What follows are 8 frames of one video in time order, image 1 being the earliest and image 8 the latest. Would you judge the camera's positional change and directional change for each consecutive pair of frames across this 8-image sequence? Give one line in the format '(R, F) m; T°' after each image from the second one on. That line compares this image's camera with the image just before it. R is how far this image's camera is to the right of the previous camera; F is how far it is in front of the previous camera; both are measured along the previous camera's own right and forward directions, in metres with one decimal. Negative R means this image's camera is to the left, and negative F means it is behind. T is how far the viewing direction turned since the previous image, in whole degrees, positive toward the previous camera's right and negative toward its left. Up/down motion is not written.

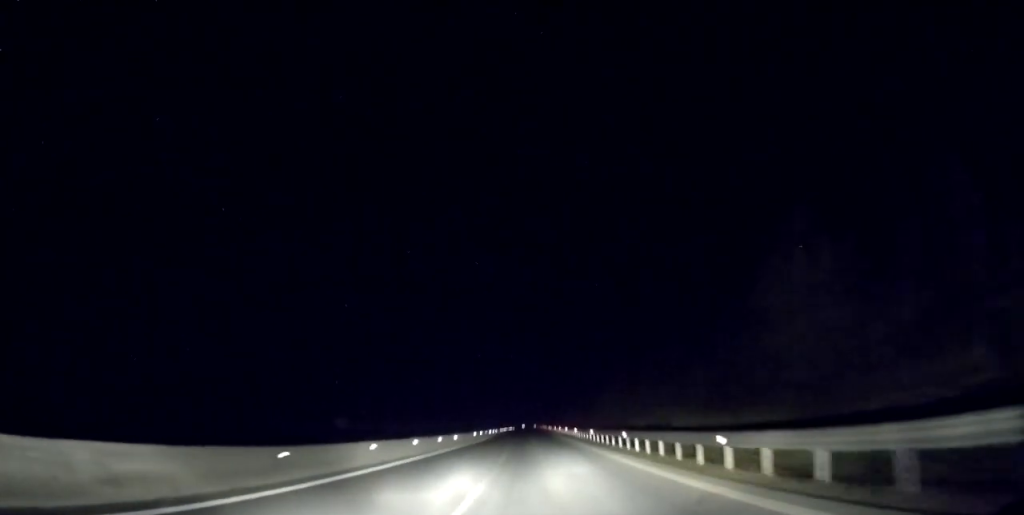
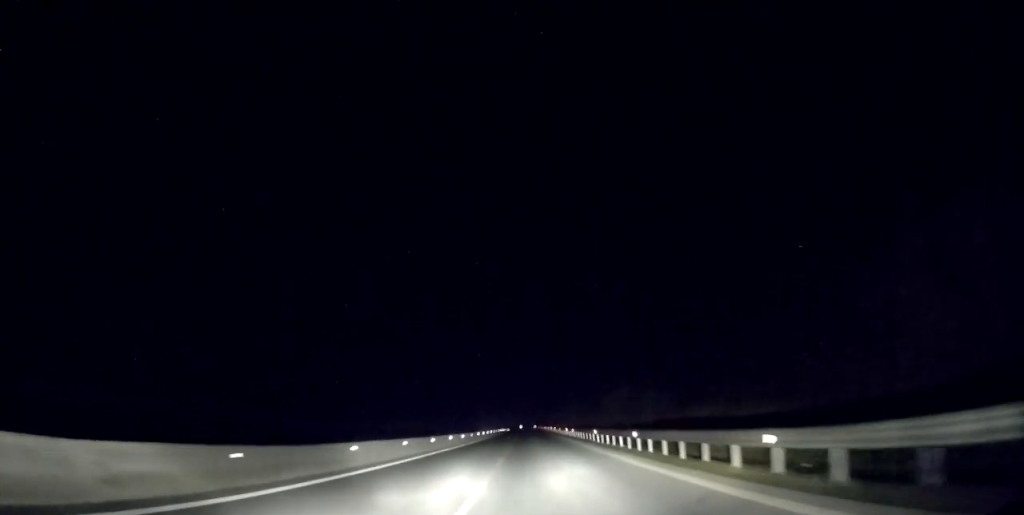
(-0.7, +50.5) m; -1°
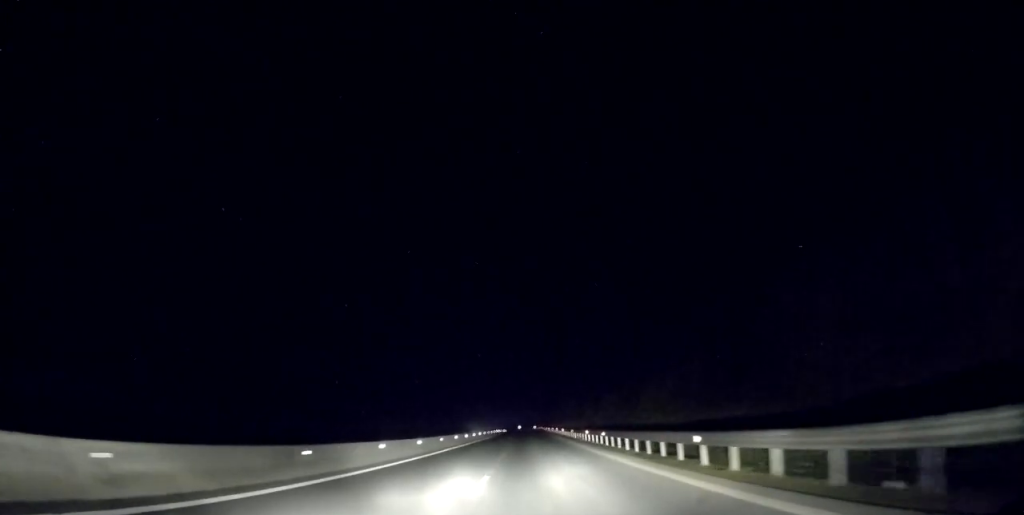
(-0.2, +20.3) m; 0°
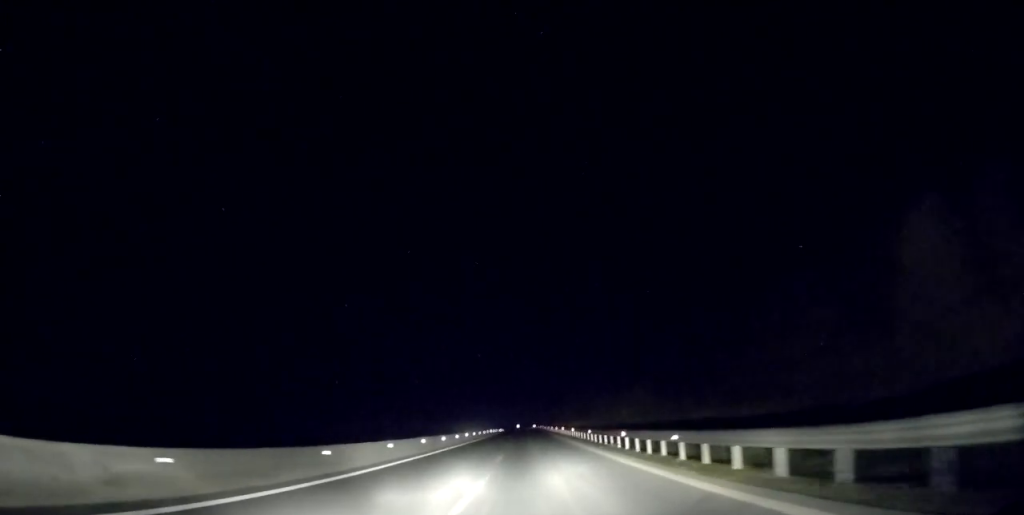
(-0.2, +14.5) m; 0°
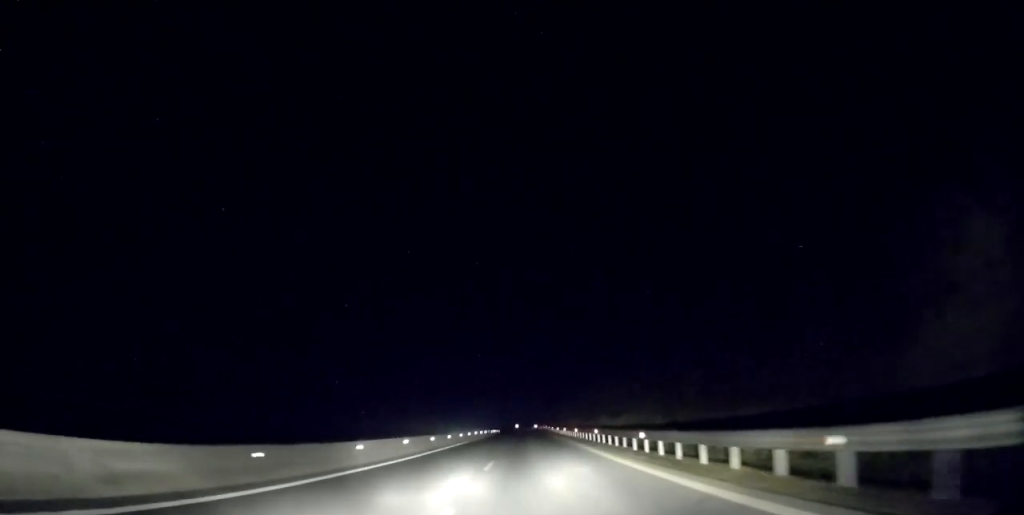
(+0.7, +28.4) m; 0°
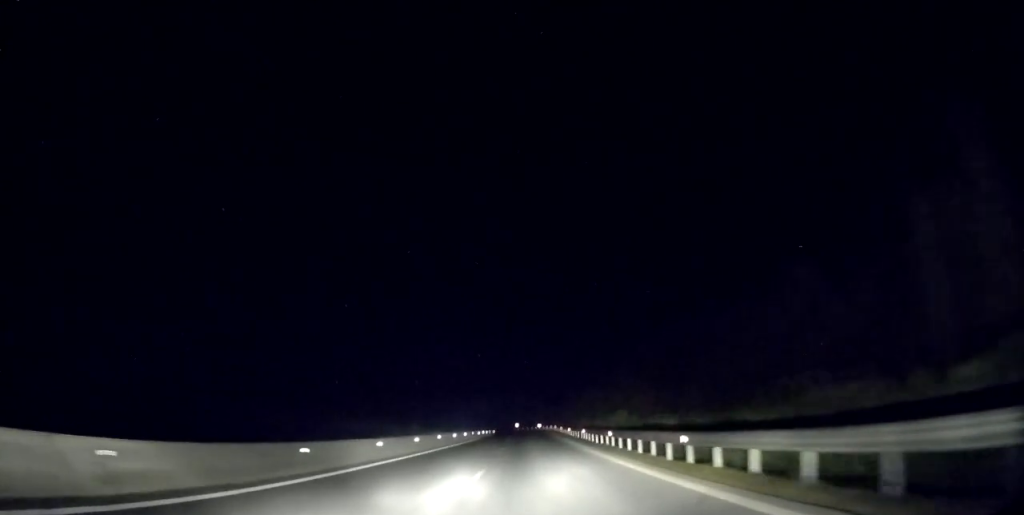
(-0.8, +29.0) m; 0°
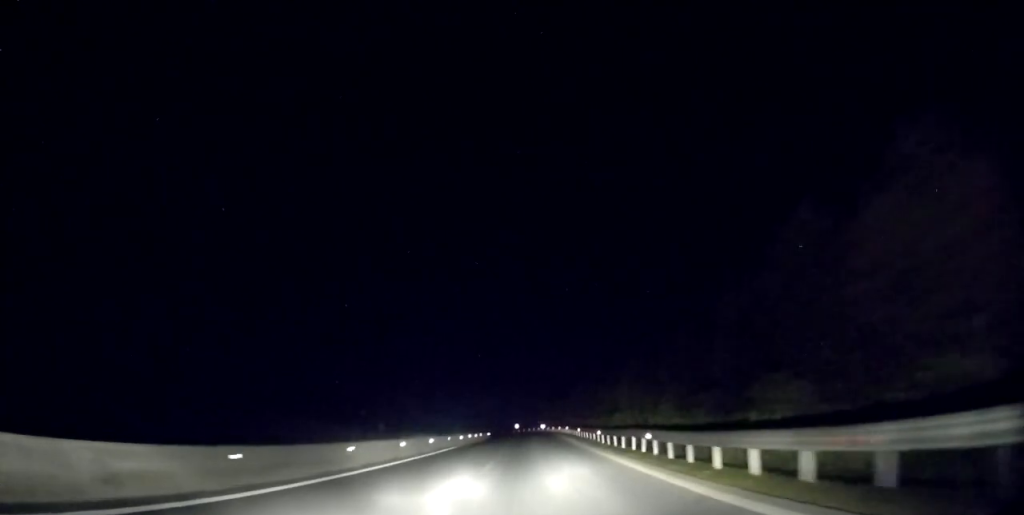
(+0.6, +20.4) m; +1°
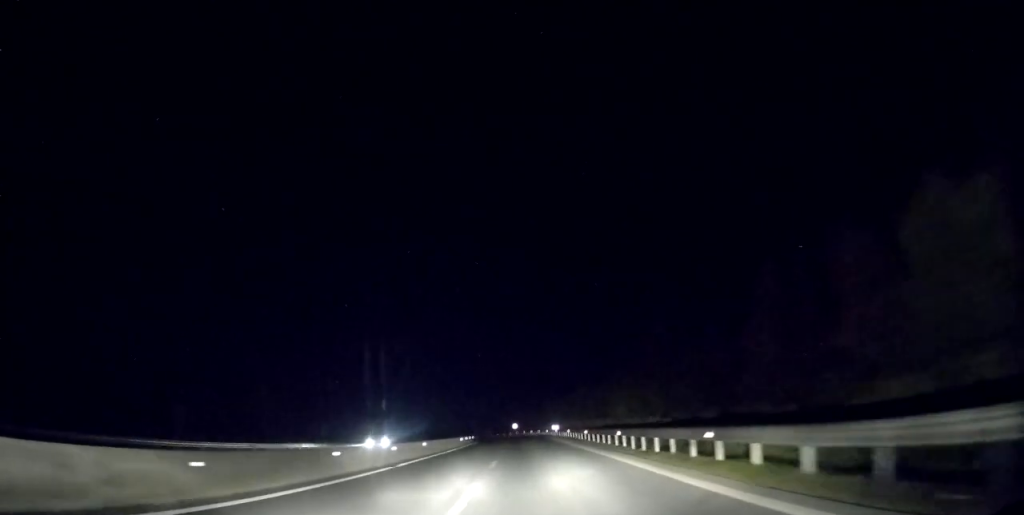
(-0.3, +42.1) m; -1°
